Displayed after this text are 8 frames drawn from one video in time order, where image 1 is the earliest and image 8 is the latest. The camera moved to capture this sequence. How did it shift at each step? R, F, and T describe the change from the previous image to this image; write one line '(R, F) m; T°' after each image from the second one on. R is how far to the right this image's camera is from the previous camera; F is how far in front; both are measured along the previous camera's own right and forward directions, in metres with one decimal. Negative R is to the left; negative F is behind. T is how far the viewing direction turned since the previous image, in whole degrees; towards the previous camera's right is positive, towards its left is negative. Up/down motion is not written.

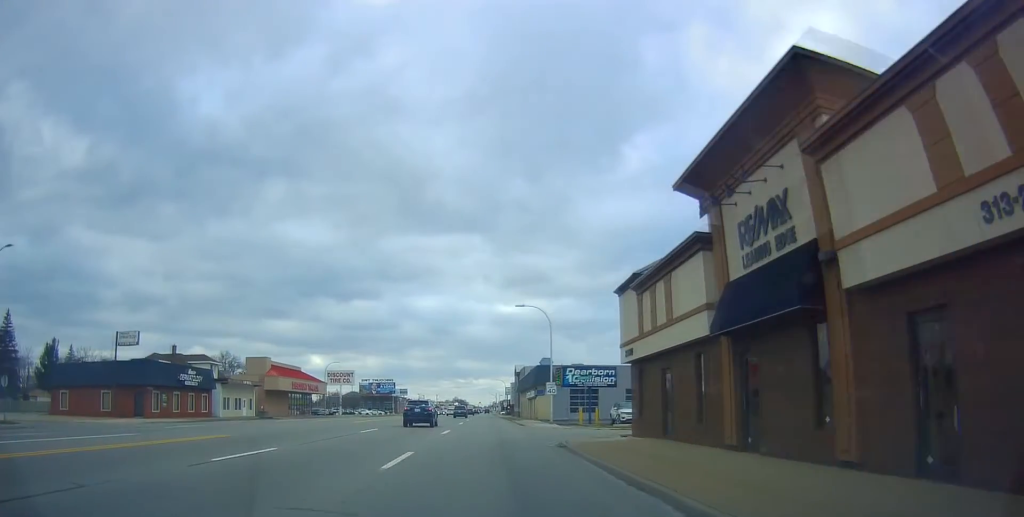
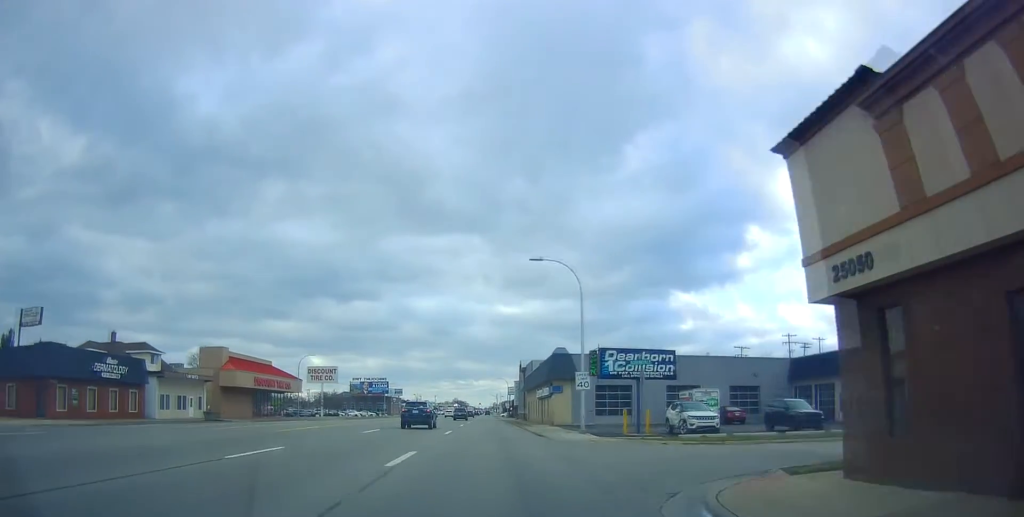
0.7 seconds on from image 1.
(+0.3, +14.3) m; 0°
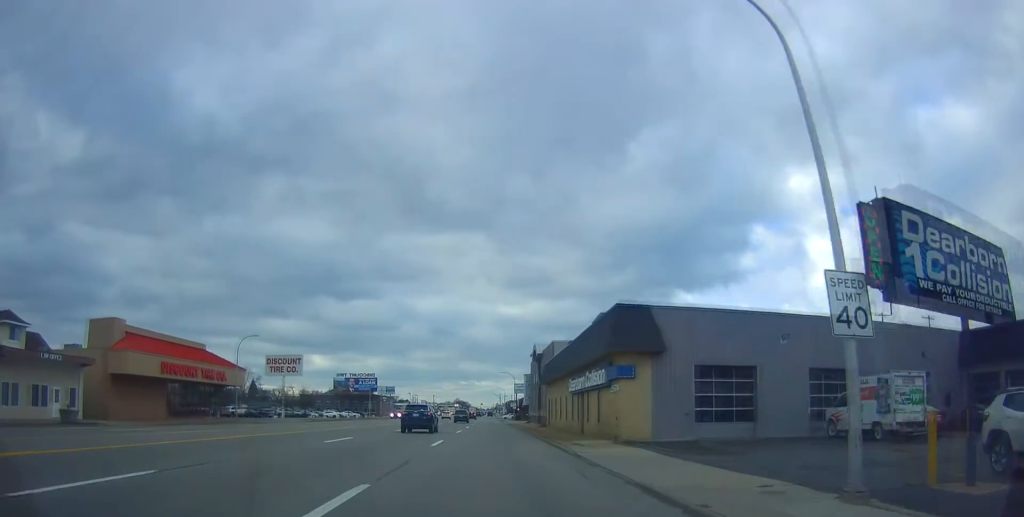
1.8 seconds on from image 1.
(-0.3, +22.4) m; 0°
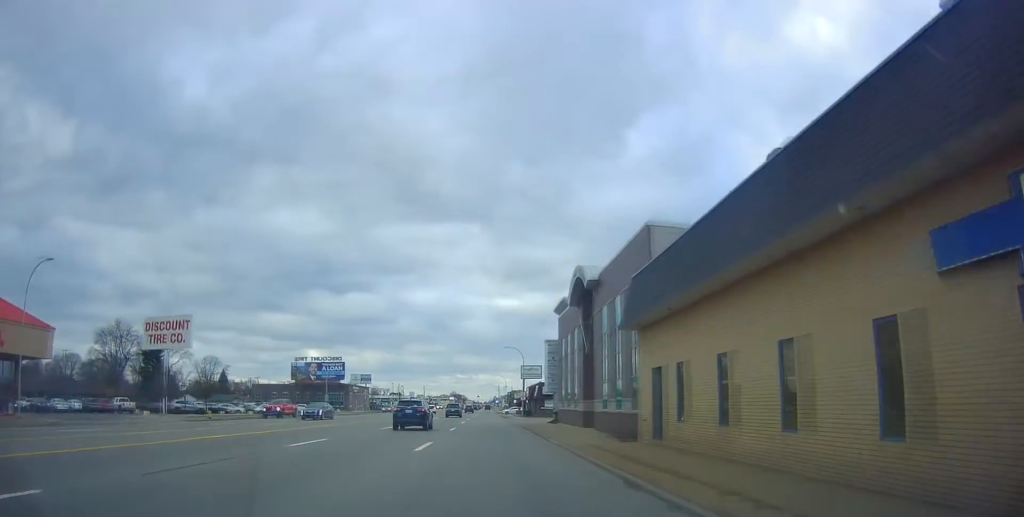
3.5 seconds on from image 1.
(+0.7, +33.8) m; +1°
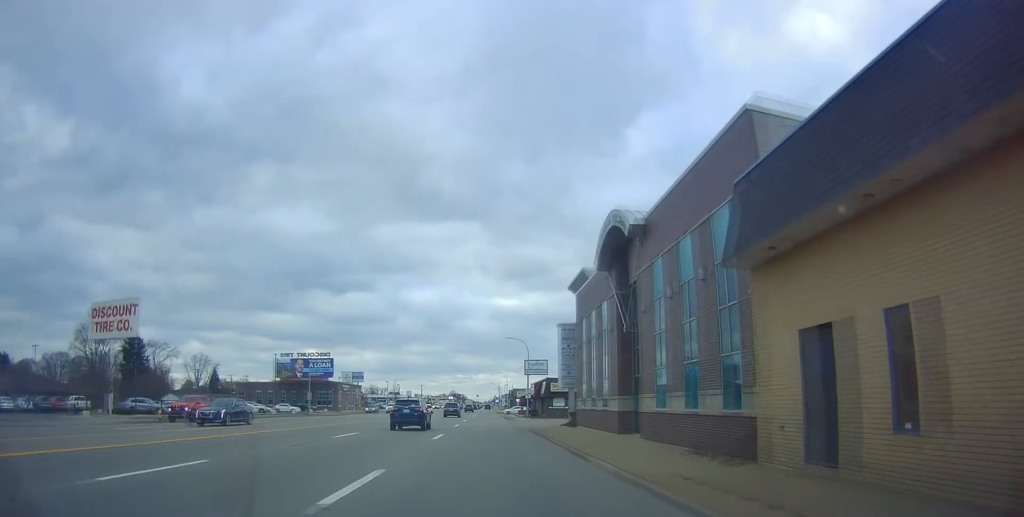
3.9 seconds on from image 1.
(+0.1, +9.5) m; -1°
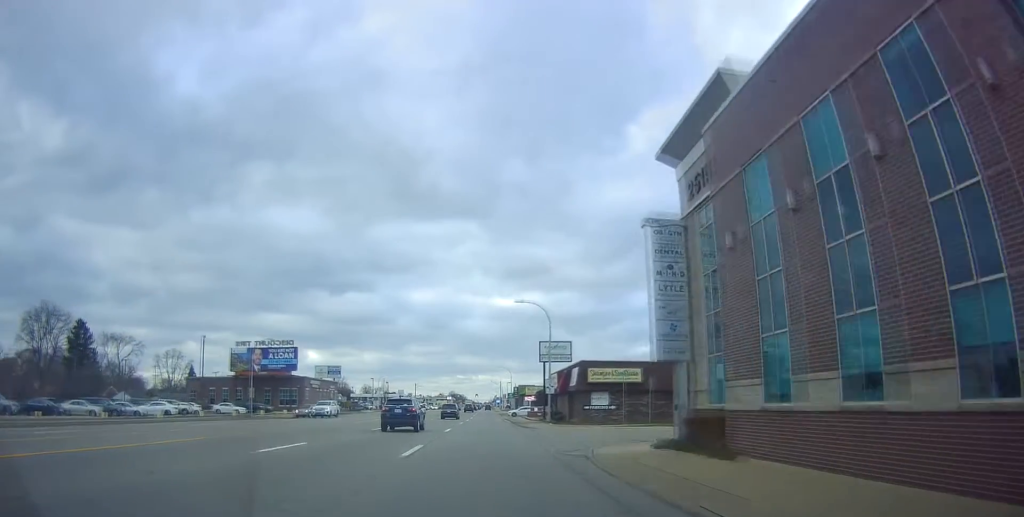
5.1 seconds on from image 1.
(-0.5, +22.8) m; 0°
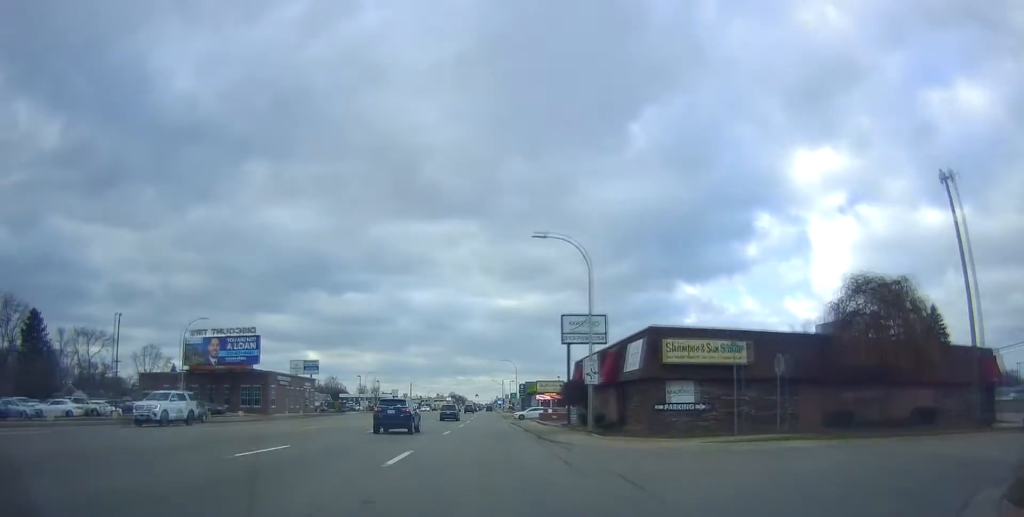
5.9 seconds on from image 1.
(+0.4, +16.5) m; 0°
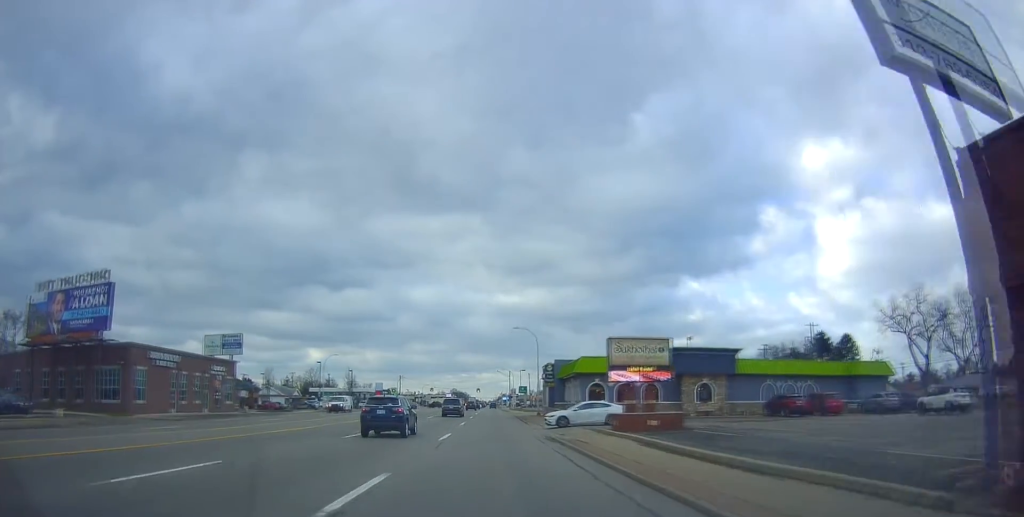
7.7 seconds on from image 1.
(-0.8, +35.3) m; 0°
